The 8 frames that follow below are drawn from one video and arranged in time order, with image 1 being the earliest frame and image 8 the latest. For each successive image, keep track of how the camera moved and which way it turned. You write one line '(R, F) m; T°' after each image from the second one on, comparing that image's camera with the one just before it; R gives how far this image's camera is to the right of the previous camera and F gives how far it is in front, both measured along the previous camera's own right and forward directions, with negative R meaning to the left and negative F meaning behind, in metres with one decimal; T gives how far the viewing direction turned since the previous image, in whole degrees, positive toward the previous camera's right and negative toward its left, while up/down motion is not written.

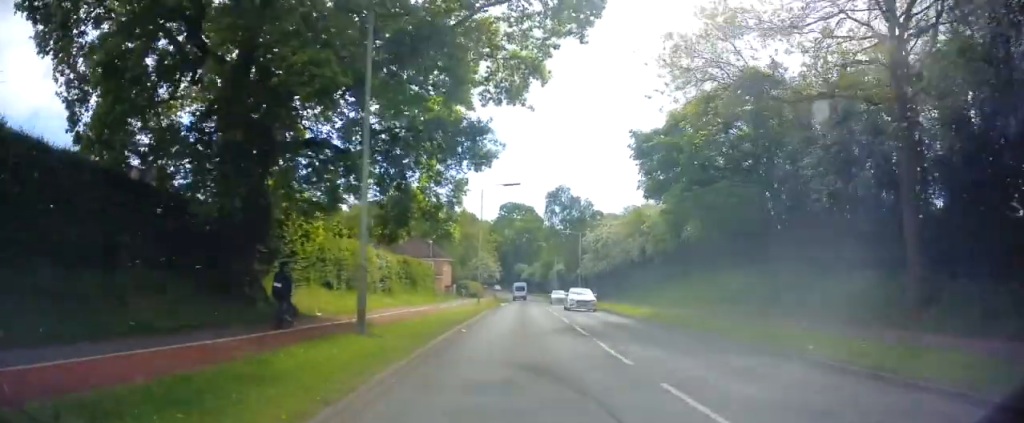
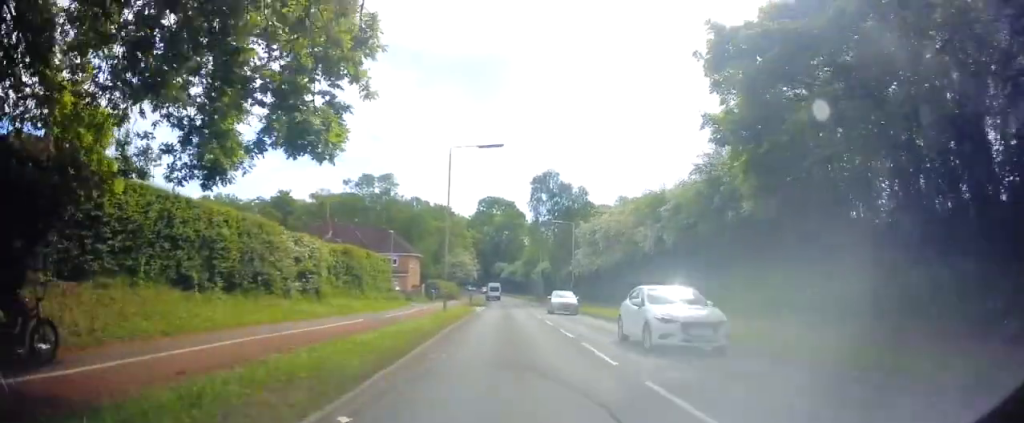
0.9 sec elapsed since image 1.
(0.0, +11.4) m; 0°
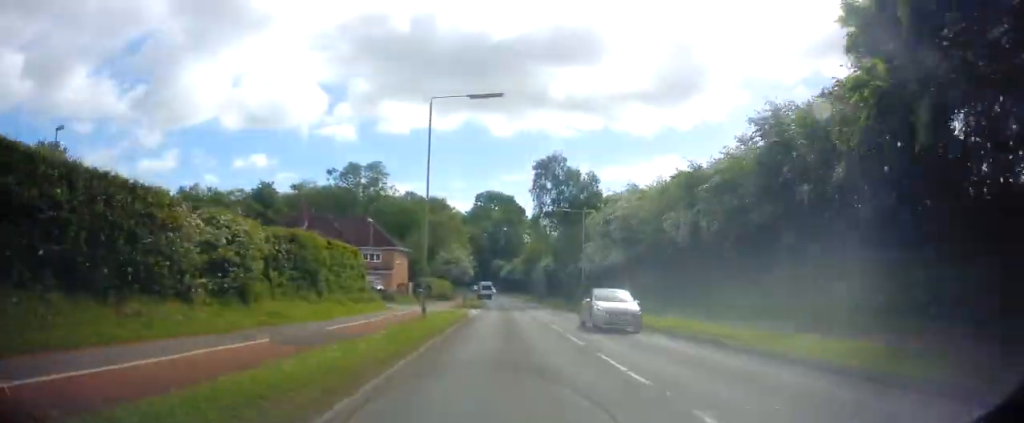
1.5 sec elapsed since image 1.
(-0.1, +7.8) m; +1°
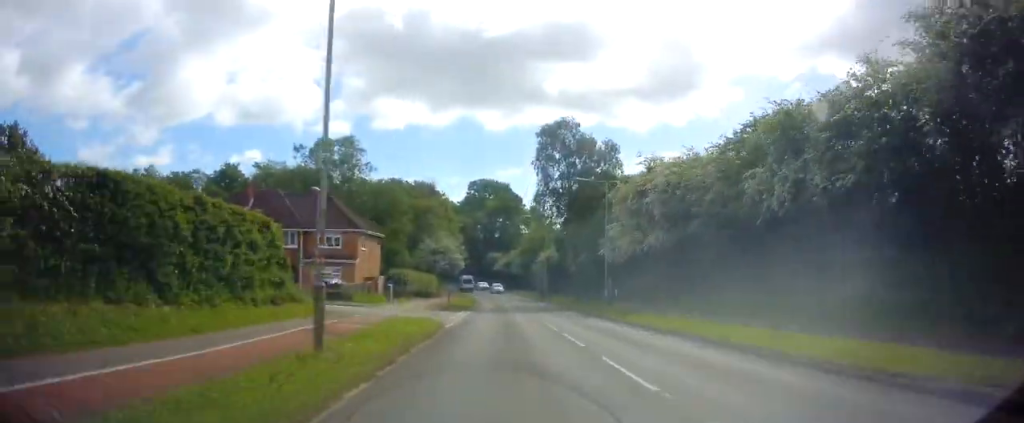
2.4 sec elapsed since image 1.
(+0.4, +12.2) m; +1°
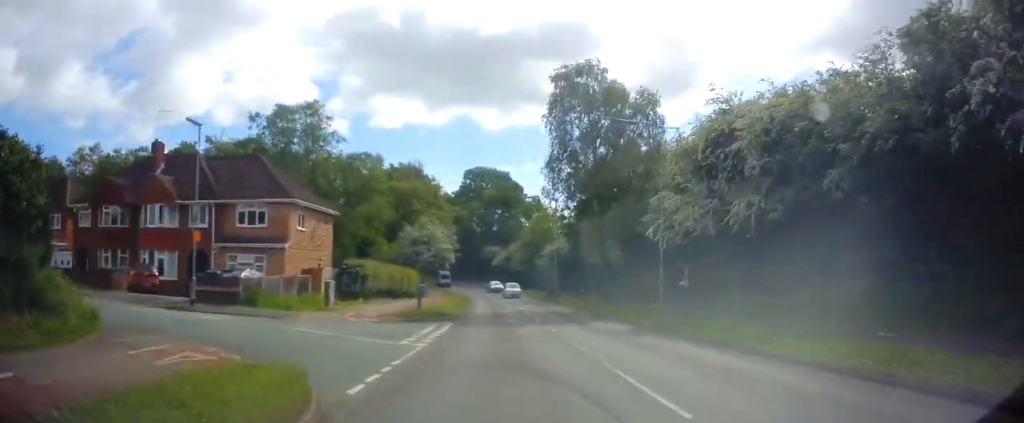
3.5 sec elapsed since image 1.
(-0.3, +13.3) m; -2°
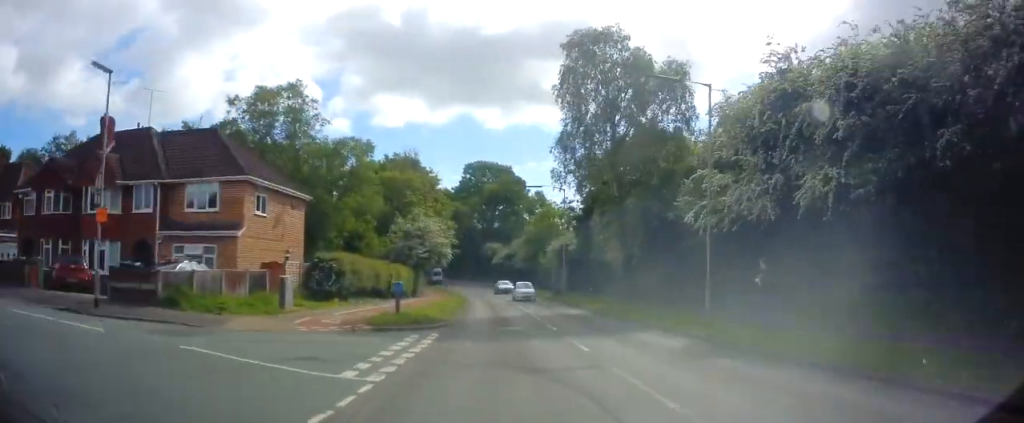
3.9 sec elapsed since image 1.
(0.0, +5.4) m; 0°
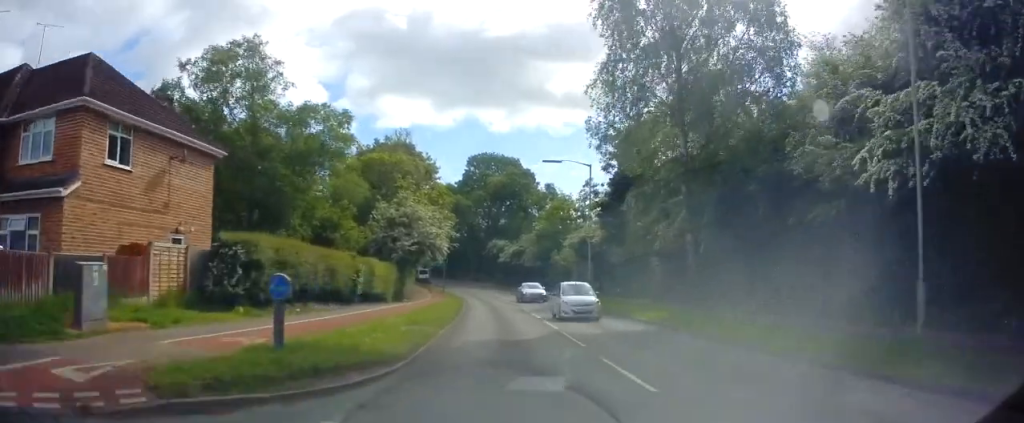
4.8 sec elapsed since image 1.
(0.0, +10.3) m; +2°
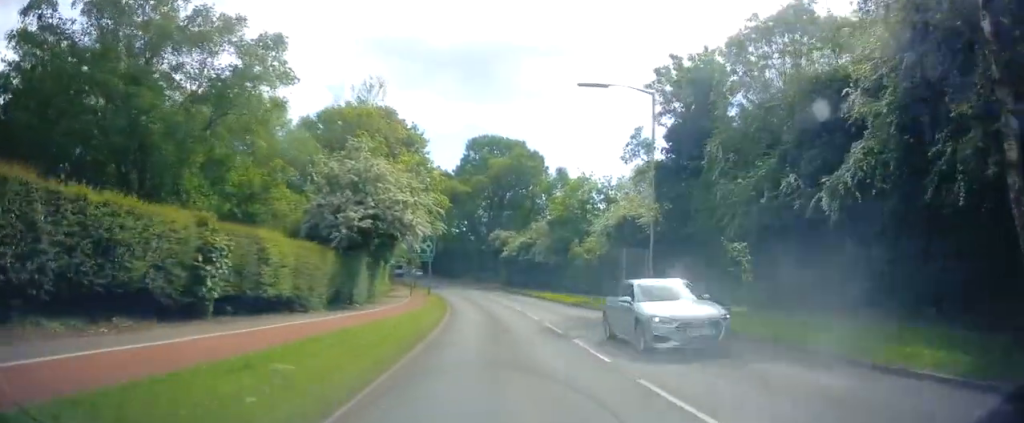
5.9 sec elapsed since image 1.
(+0.4, +14.5) m; -1°
